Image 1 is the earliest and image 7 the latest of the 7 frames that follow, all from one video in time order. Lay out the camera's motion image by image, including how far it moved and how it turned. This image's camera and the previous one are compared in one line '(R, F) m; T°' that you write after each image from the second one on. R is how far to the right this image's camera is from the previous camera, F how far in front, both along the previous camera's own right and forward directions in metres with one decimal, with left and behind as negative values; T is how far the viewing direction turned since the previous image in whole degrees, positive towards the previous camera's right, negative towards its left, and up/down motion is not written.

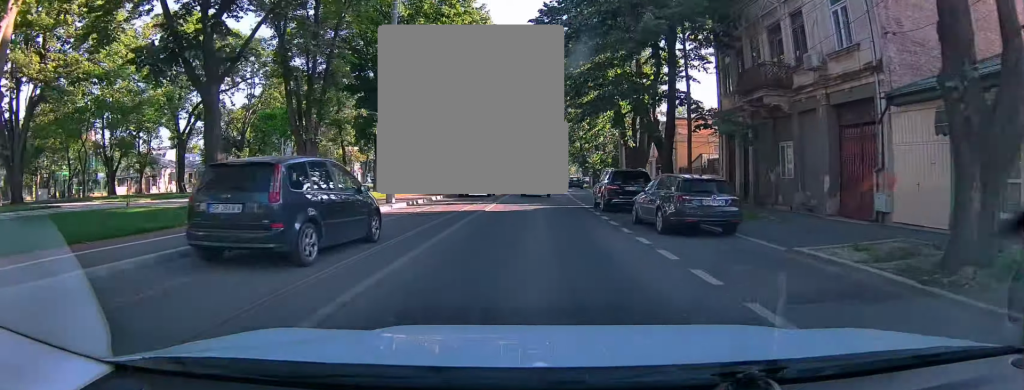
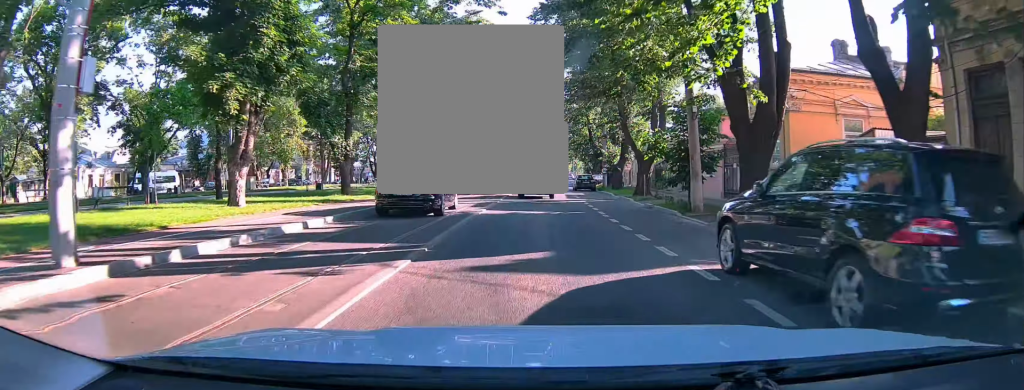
(+0.3, +16.4) m; +1°
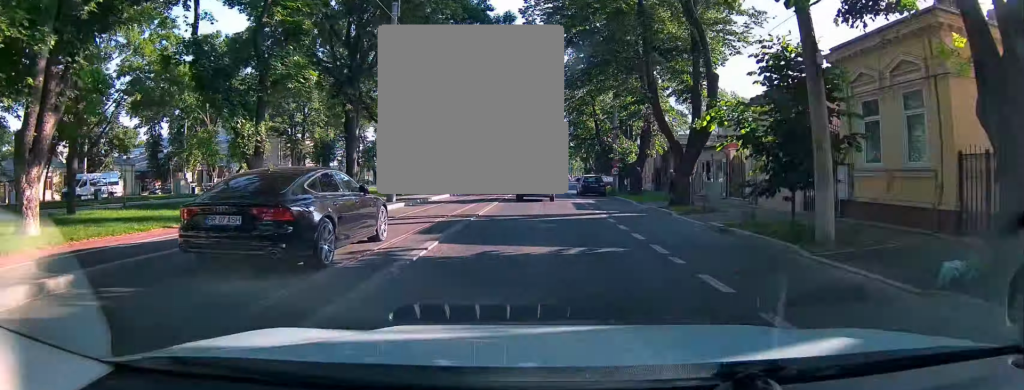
(0.0, +9.0) m; 0°
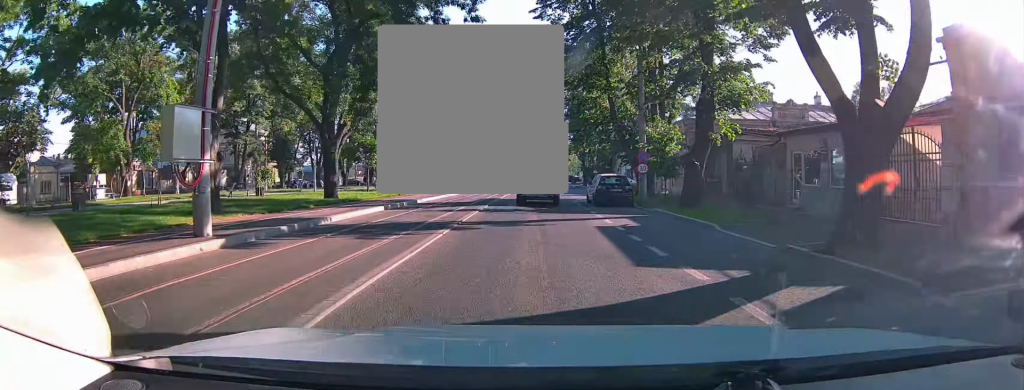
(-0.1, +12.9) m; 0°
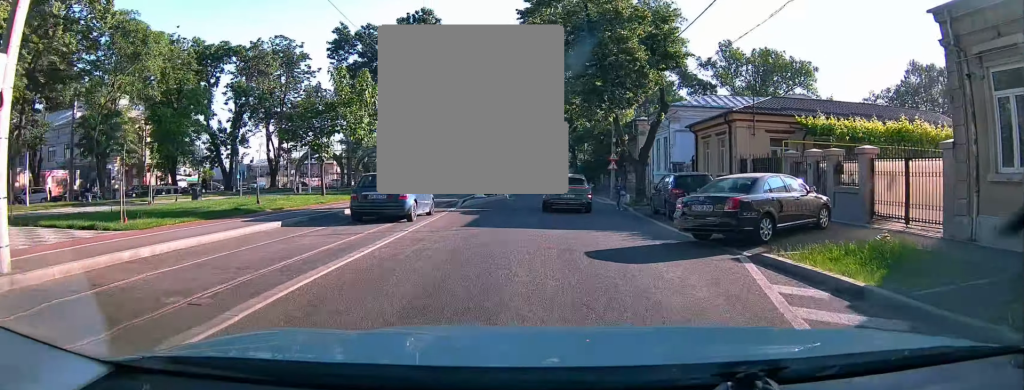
(+0.7, +28.7) m; +3°
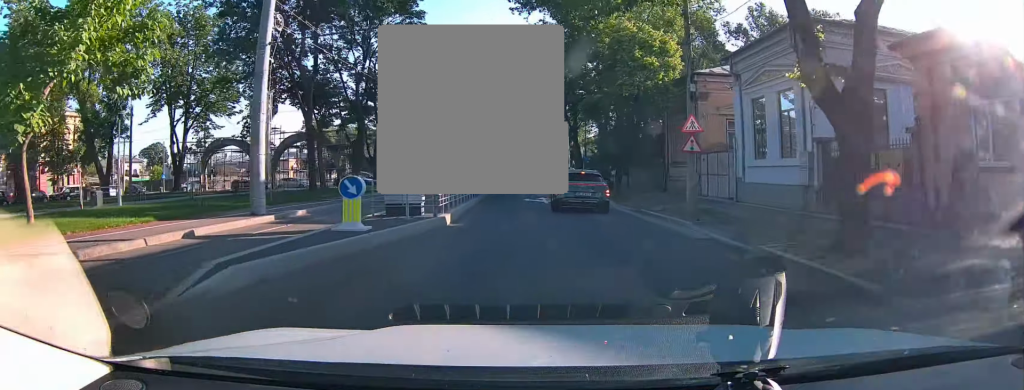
(+0.5, +18.3) m; +3°
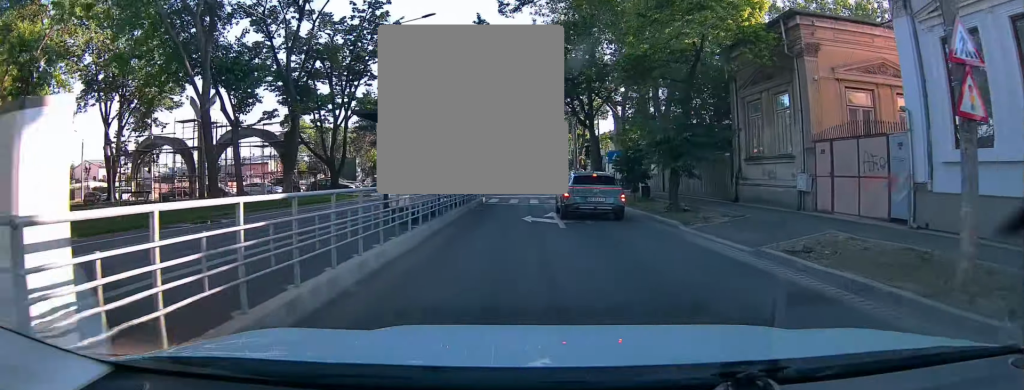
(+0.2, +10.2) m; +2°
